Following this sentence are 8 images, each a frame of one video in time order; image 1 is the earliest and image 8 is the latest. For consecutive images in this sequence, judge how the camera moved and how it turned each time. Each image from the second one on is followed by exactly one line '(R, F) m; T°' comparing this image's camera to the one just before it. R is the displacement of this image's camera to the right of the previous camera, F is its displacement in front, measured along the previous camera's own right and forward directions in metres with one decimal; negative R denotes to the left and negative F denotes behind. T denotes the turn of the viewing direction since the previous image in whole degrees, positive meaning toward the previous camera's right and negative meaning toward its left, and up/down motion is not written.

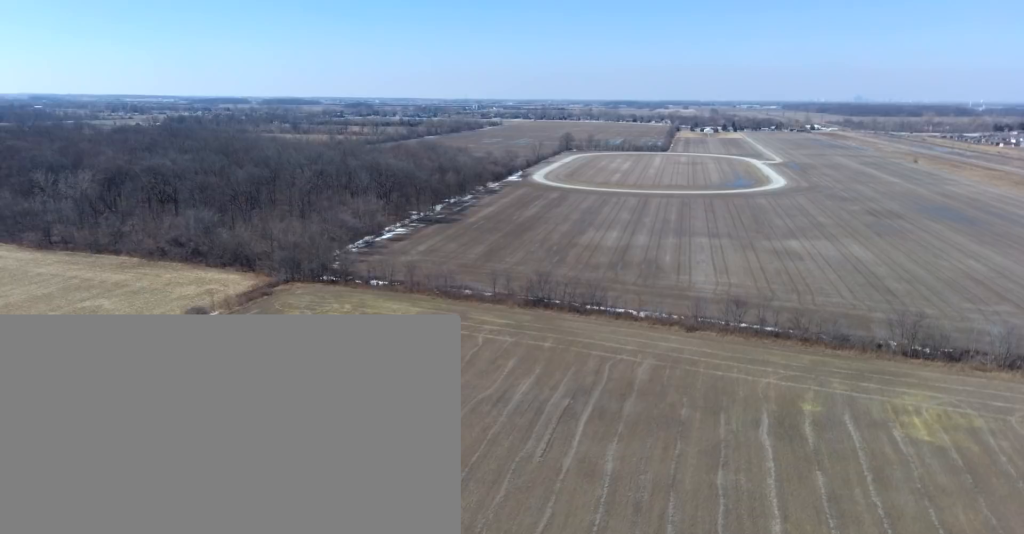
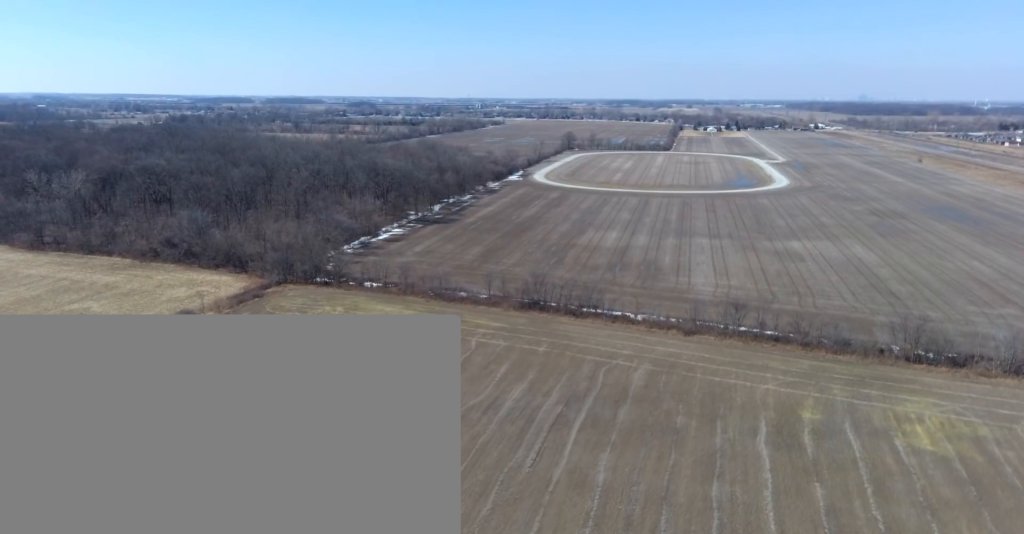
(0.0, +4.5) m; 0°
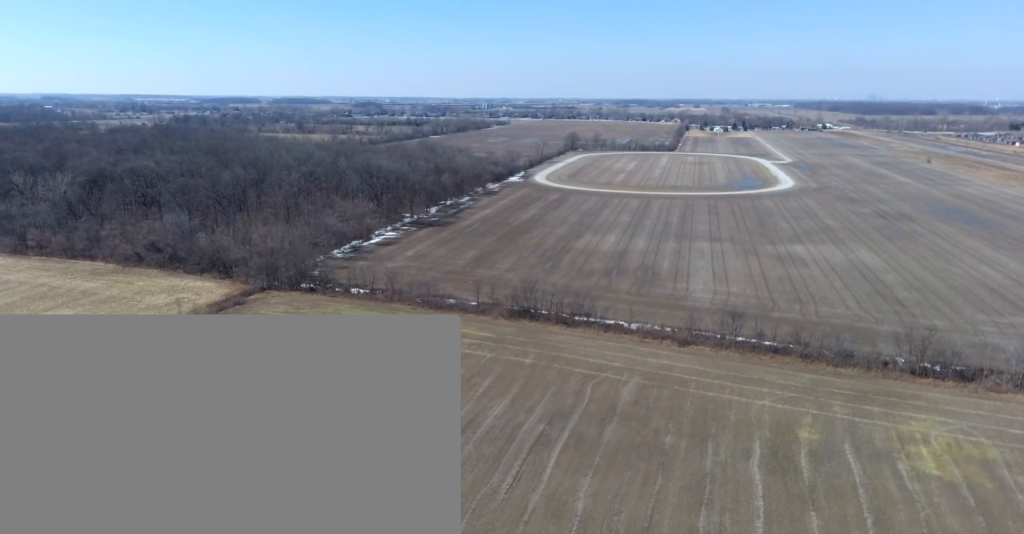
(0.0, +9.2) m; 0°
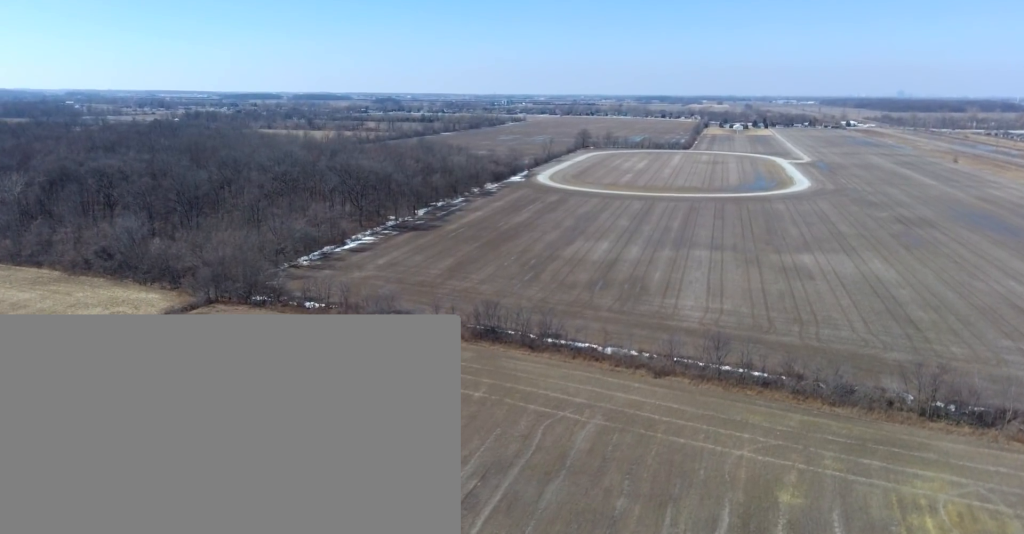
(-0.2, +26.2) m; -3°
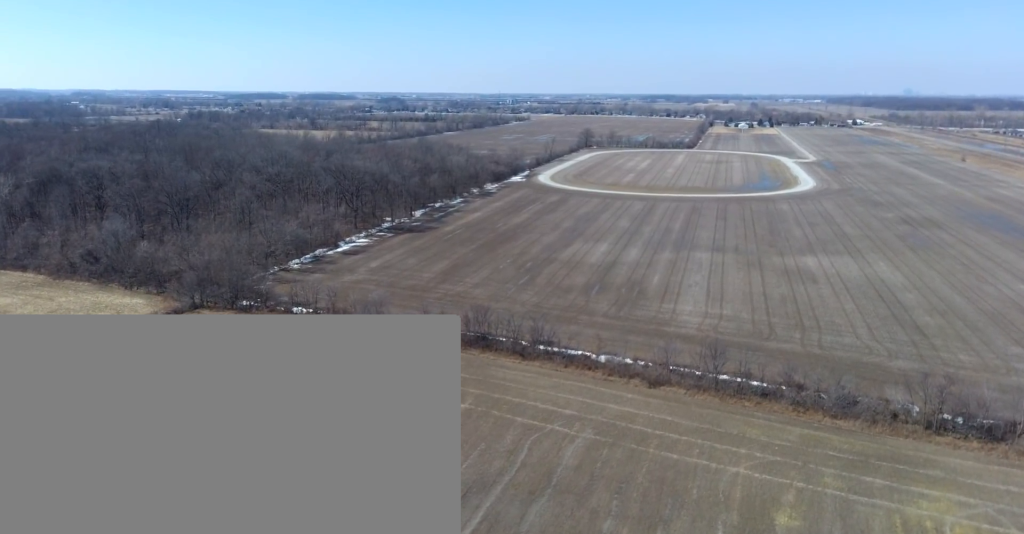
(-0.1, +6.1) m; 0°
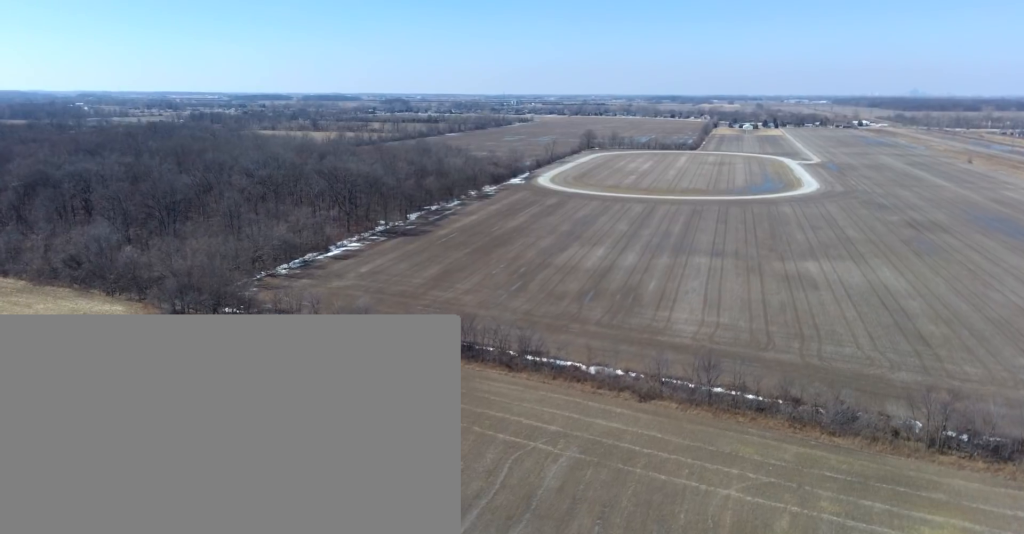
(0.0, +6.3) m; 0°
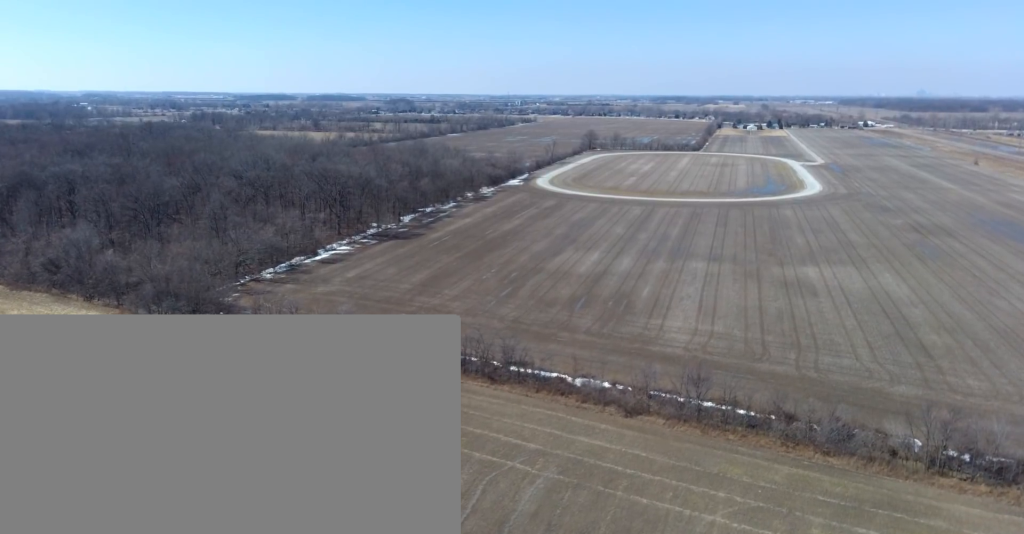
(0.0, +6.9) m; +1°
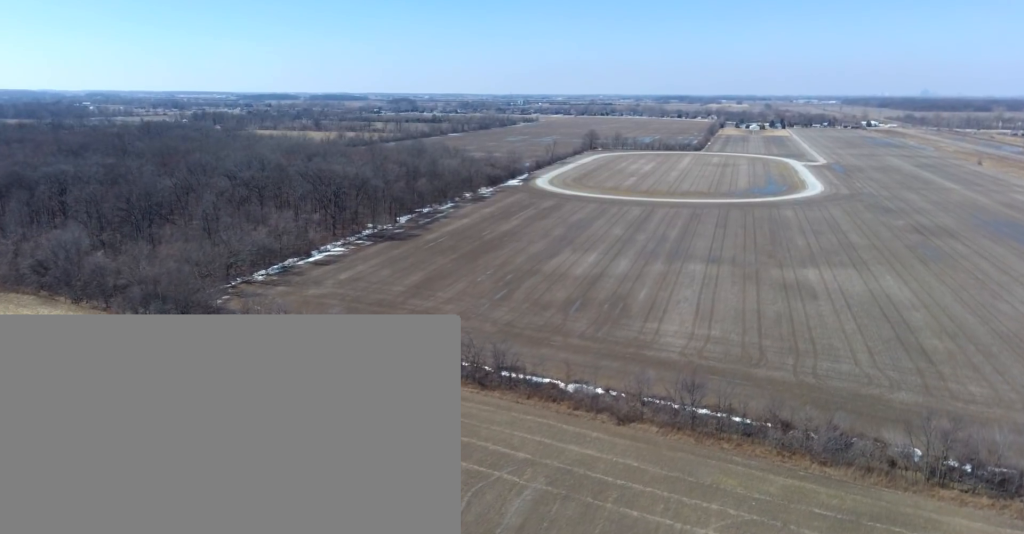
(0.0, +3.6) m; +1°
